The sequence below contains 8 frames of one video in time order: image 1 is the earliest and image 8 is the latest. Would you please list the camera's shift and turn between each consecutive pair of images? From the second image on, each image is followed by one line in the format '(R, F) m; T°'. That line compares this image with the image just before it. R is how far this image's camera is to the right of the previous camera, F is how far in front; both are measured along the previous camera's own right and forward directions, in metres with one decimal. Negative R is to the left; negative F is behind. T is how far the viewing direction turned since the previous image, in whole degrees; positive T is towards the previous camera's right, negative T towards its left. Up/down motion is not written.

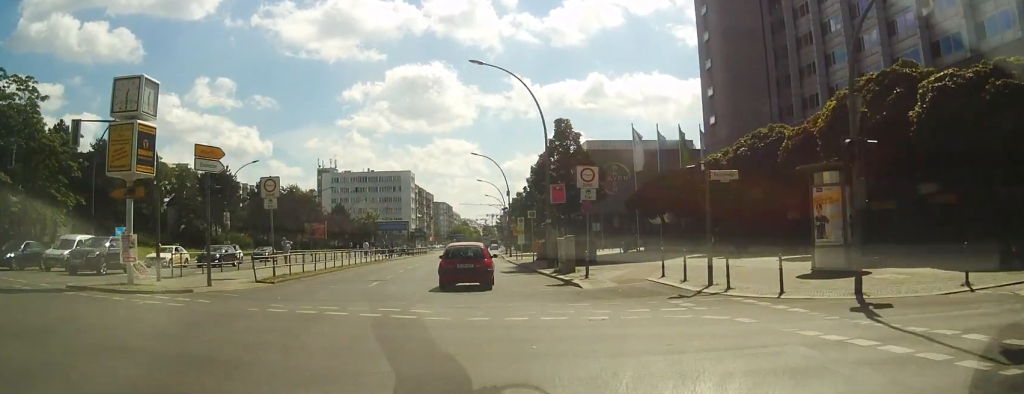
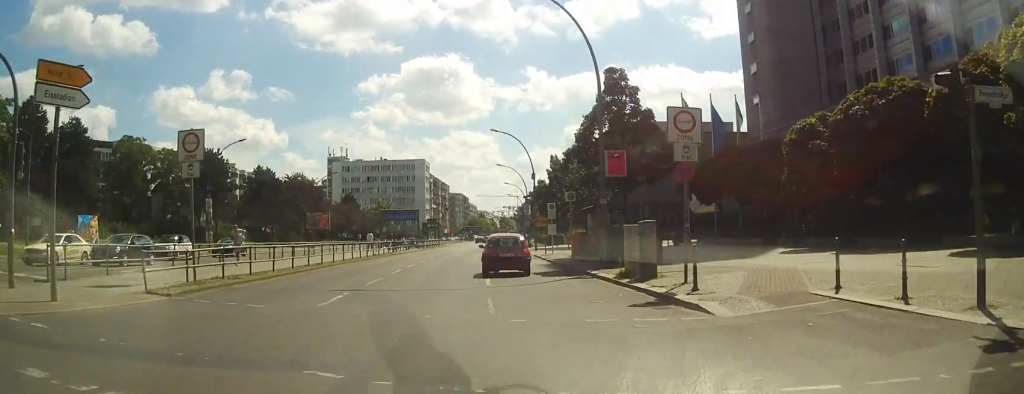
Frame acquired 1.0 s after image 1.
(+0.1, +8.3) m; 0°
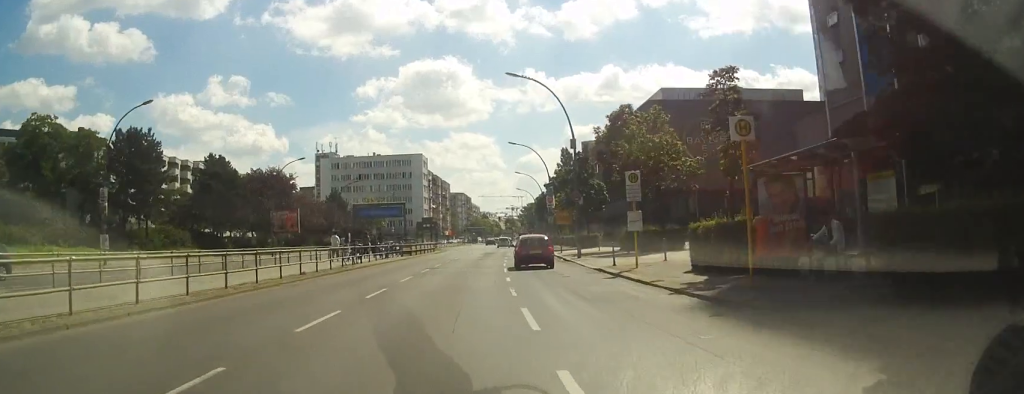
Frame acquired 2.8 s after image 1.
(-0.4, +19.9) m; 0°
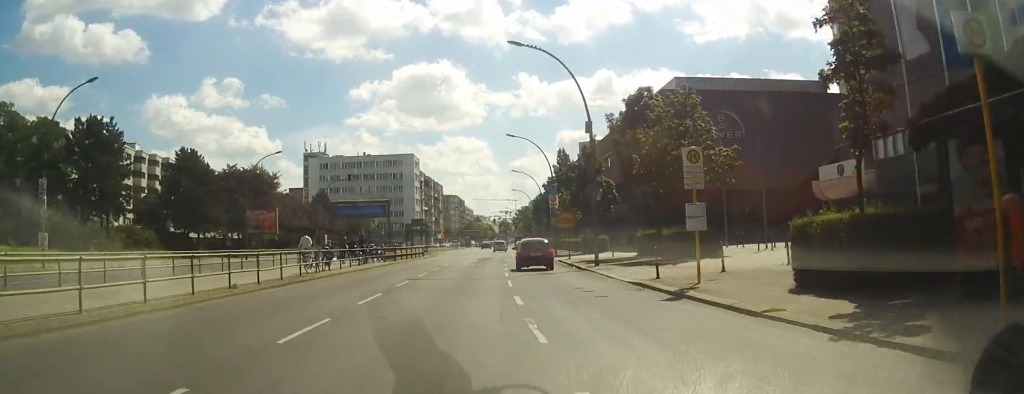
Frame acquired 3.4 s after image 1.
(0.0, +6.8) m; 0°
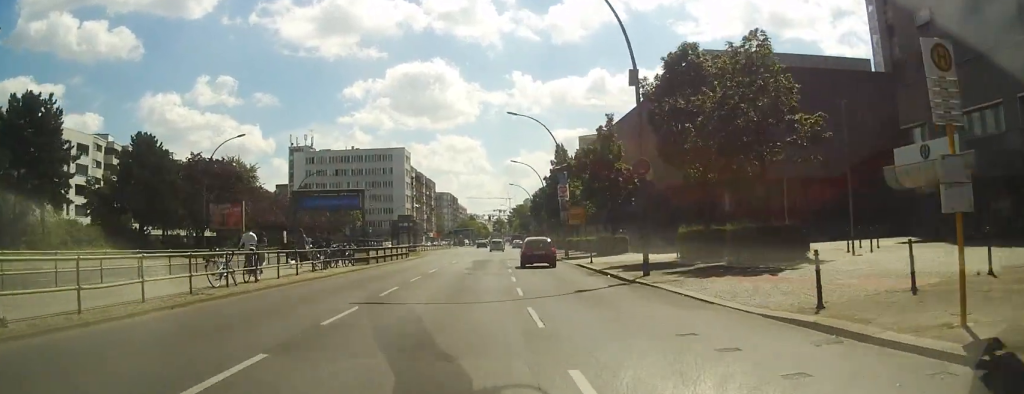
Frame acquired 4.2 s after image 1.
(+0.2, +9.8) m; -1°
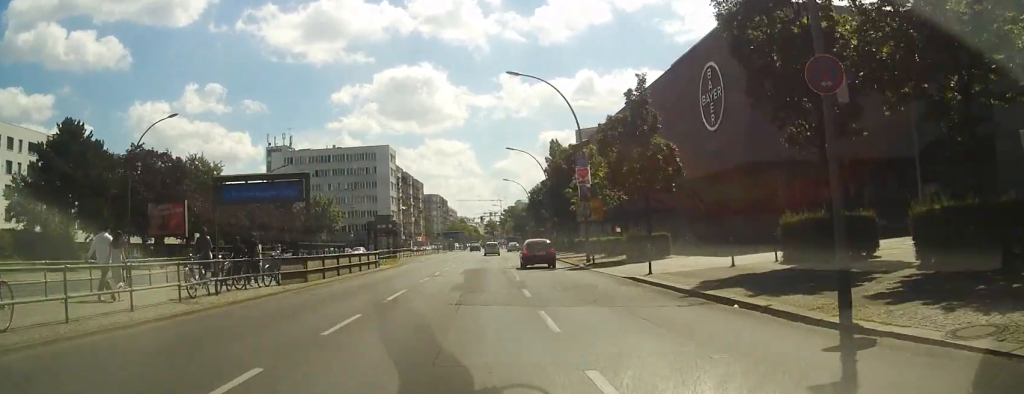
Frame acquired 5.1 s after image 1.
(-0.4, +12.8) m; 0°
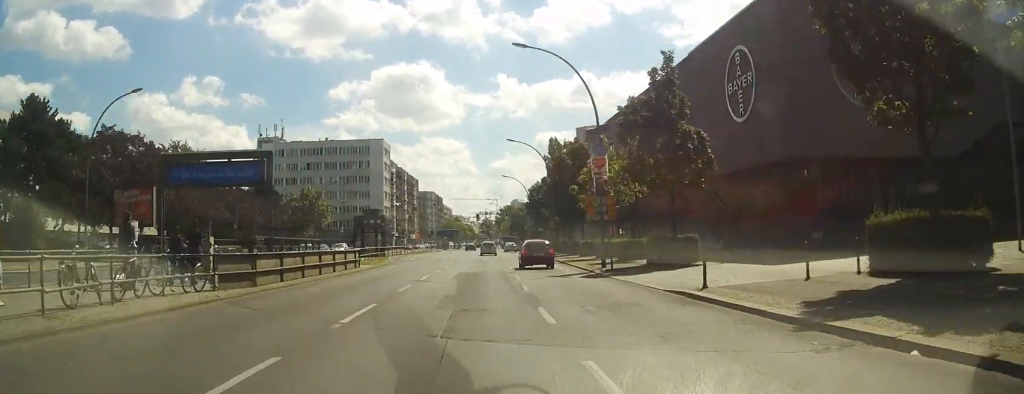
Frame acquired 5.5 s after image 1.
(0.0, +5.9) m; +1°
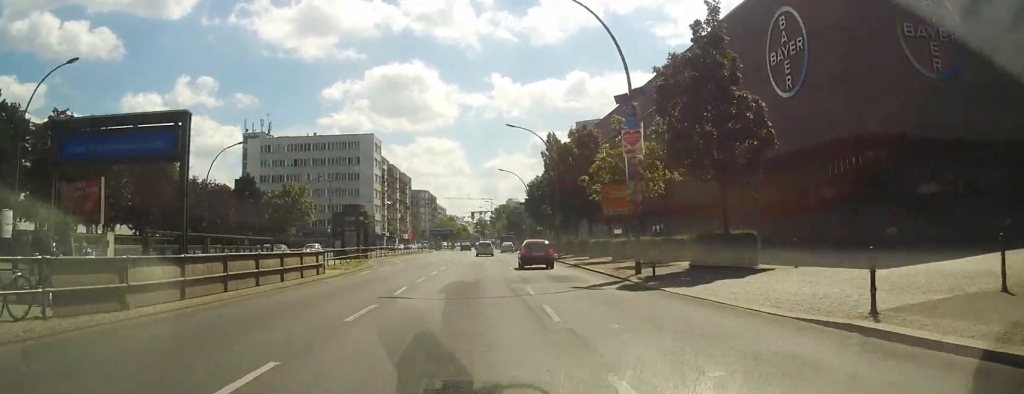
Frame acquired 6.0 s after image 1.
(+0.2, +8.1) m; +1°
